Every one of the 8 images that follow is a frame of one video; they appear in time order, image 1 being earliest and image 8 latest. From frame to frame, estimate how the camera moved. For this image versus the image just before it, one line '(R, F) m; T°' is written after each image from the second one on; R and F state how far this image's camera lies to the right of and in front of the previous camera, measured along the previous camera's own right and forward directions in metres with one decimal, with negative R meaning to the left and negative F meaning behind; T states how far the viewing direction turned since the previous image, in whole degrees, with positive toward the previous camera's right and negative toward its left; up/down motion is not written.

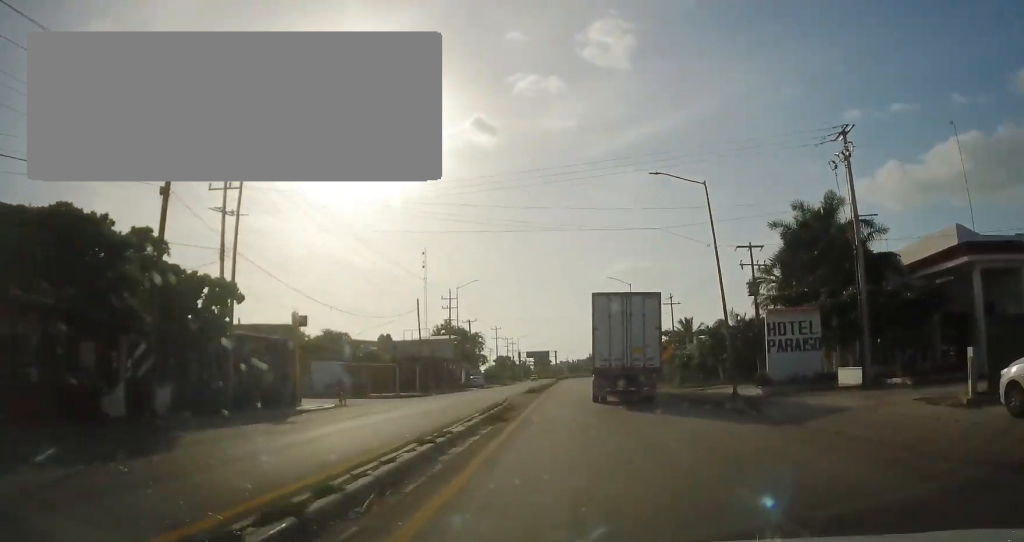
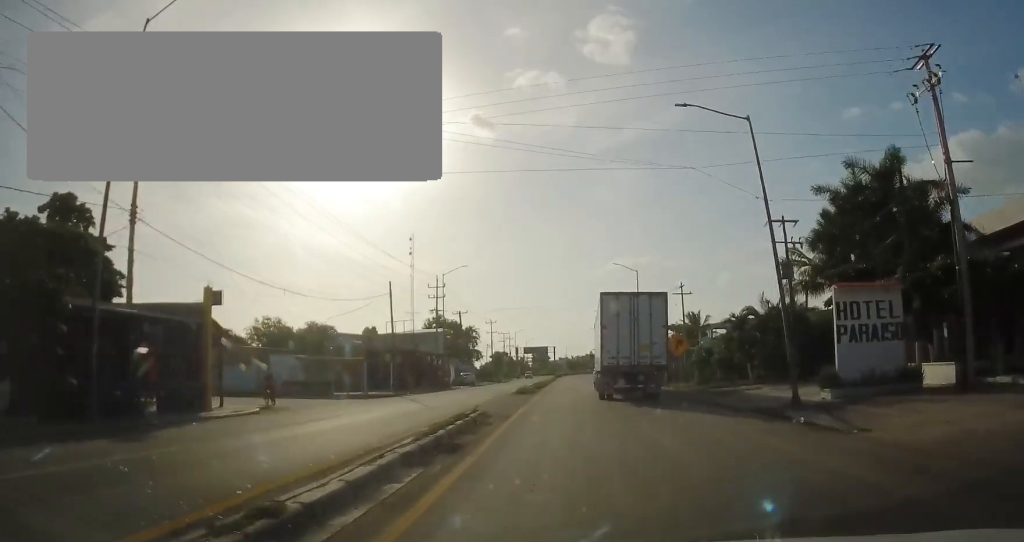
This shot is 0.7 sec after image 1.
(0.0, +6.8) m; 0°
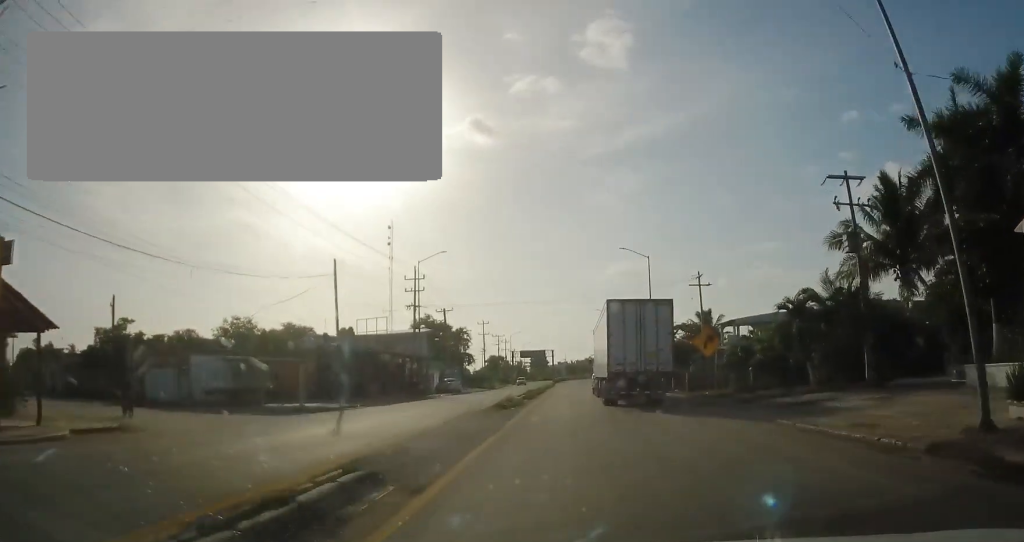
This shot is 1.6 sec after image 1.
(-0.3, +8.9) m; +1°
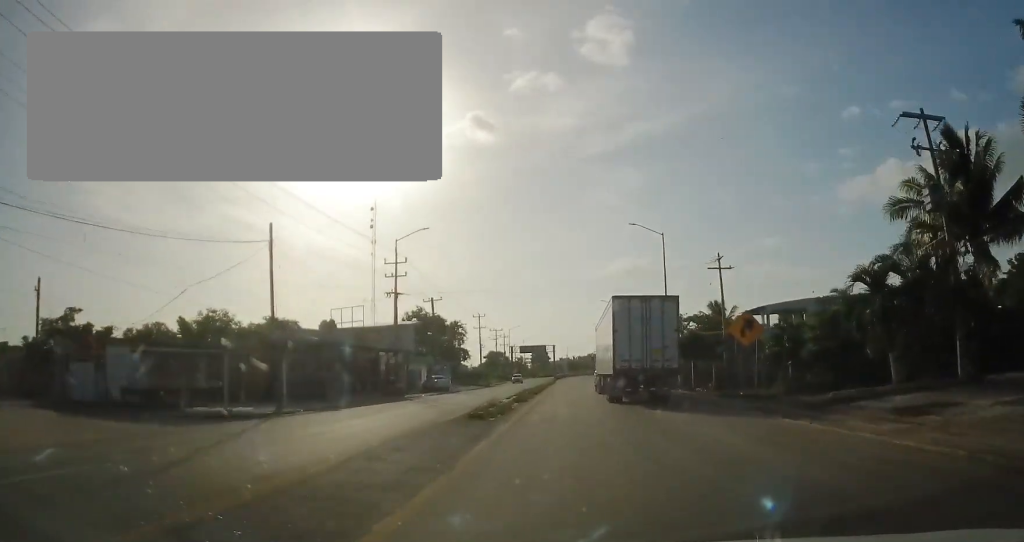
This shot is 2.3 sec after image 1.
(+0.4, +6.9) m; +1°
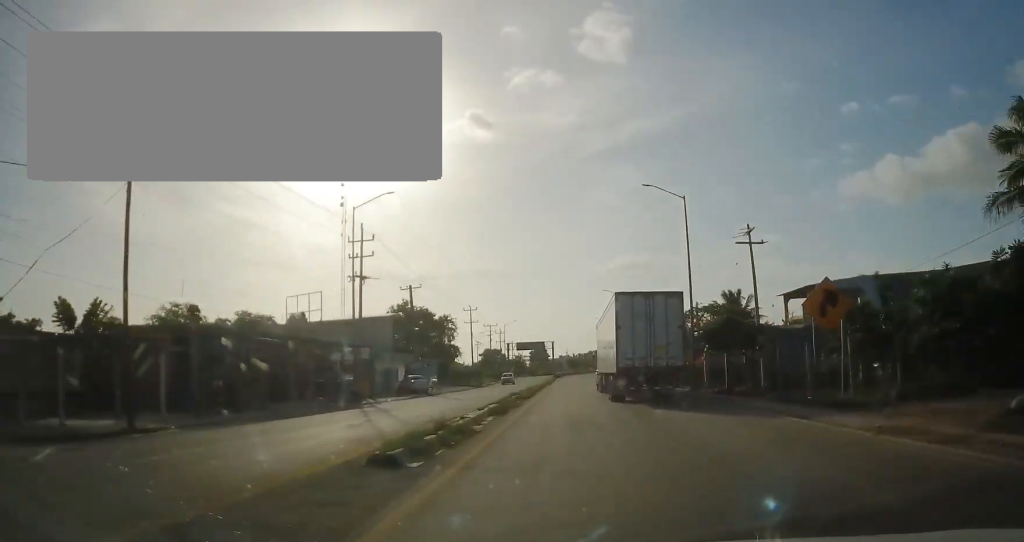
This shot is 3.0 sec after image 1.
(0.0, +8.7) m; -1°
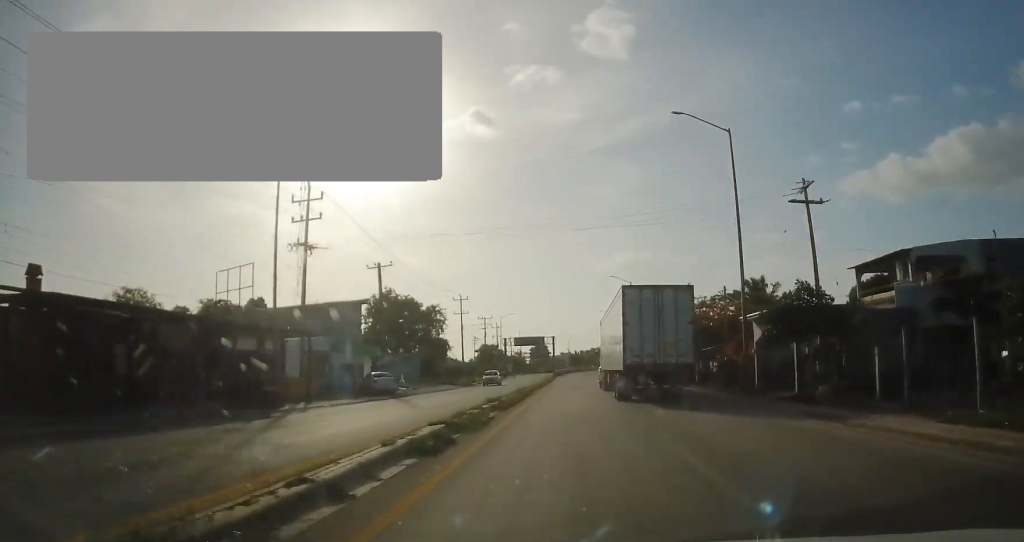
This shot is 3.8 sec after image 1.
(-0.2, +10.0) m; -2°
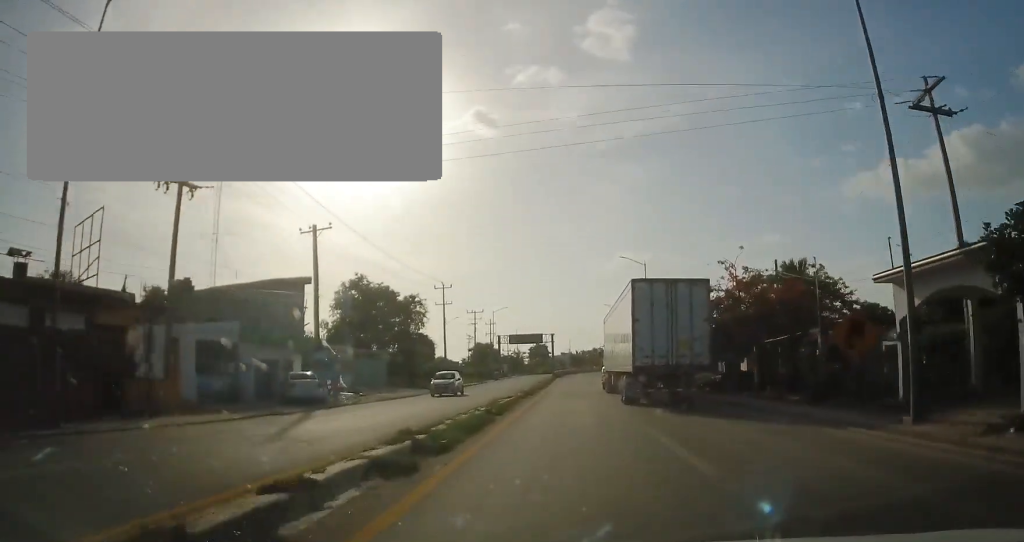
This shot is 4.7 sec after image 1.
(-0.2, +12.5) m; -1°
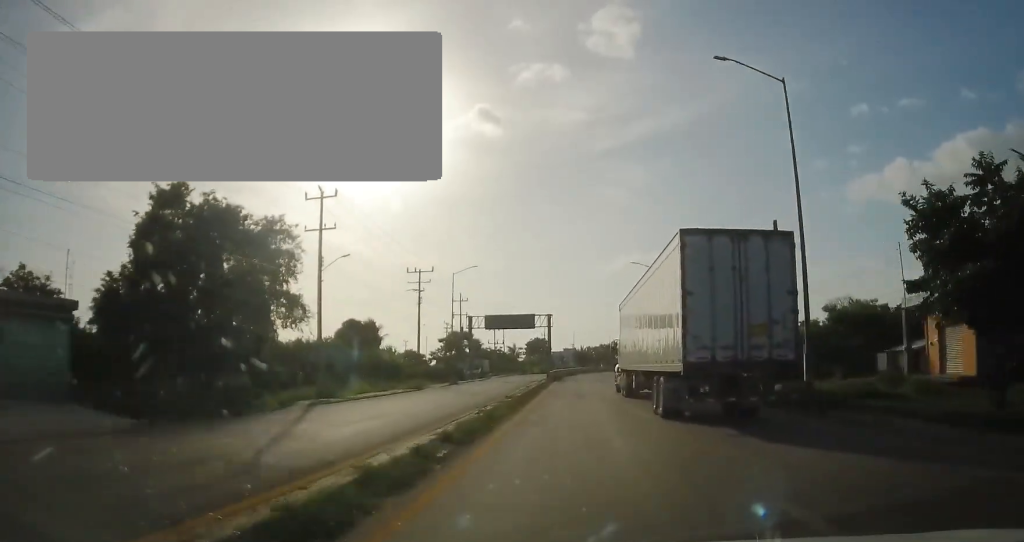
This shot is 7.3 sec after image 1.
(+0.8, +38.6) m; +2°
